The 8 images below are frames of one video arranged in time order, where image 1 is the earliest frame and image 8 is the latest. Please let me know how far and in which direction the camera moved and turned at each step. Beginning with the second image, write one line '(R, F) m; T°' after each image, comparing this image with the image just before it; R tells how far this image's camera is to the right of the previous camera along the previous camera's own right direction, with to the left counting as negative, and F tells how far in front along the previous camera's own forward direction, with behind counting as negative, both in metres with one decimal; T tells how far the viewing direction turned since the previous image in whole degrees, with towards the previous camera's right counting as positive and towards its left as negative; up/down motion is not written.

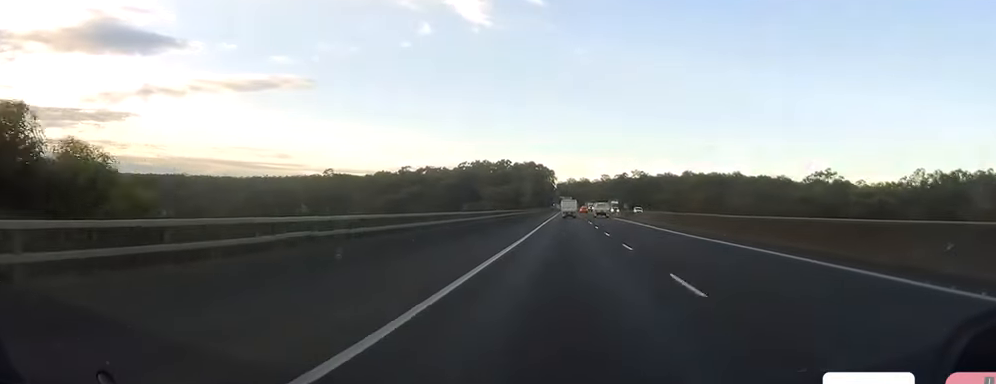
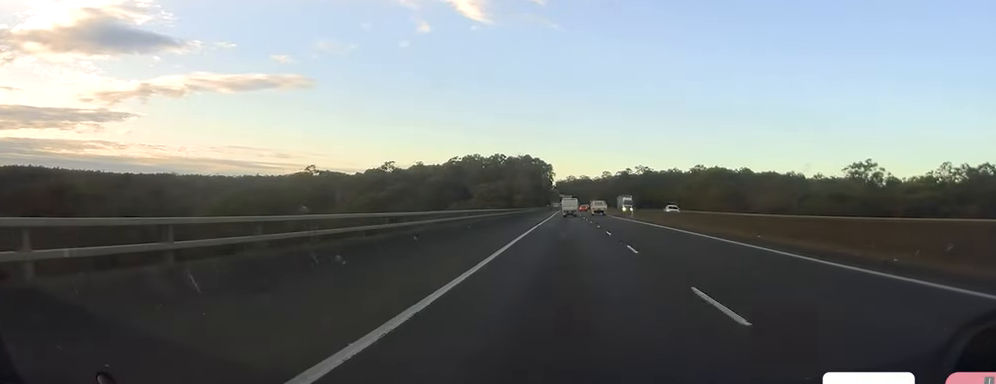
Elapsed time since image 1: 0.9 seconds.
(-0.1, +26.9) m; 0°
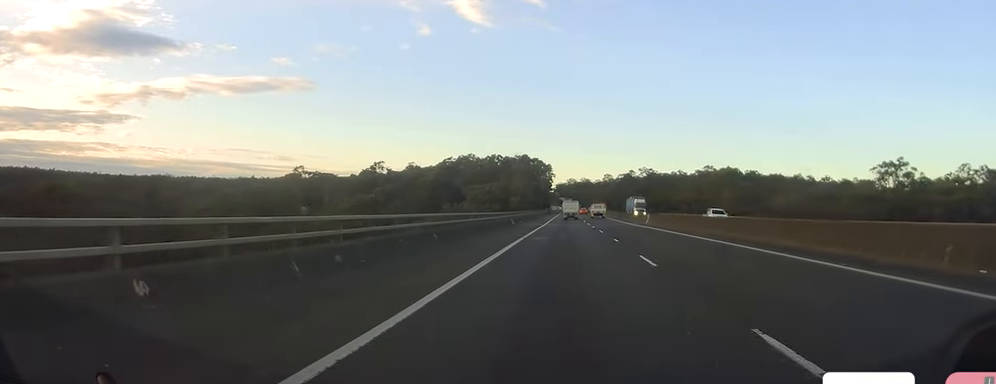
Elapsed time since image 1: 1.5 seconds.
(+0.3, +16.3) m; 0°
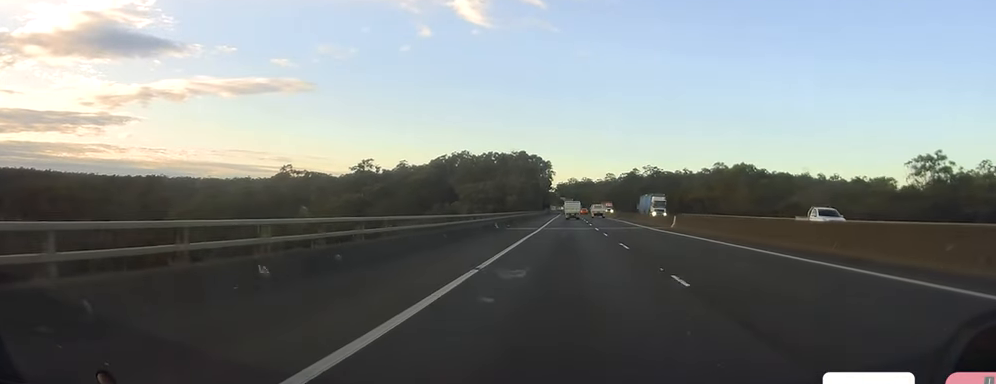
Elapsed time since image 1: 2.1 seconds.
(-0.3, +16.3) m; 0°
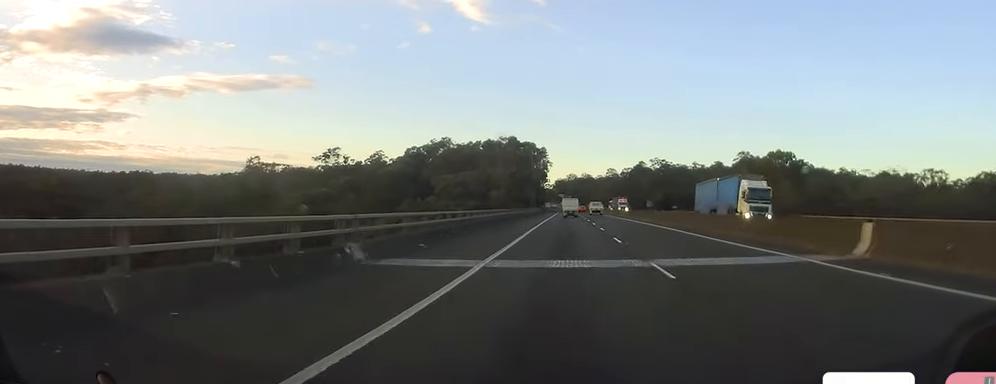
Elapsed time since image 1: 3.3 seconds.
(0.0, +34.5) m; 0°
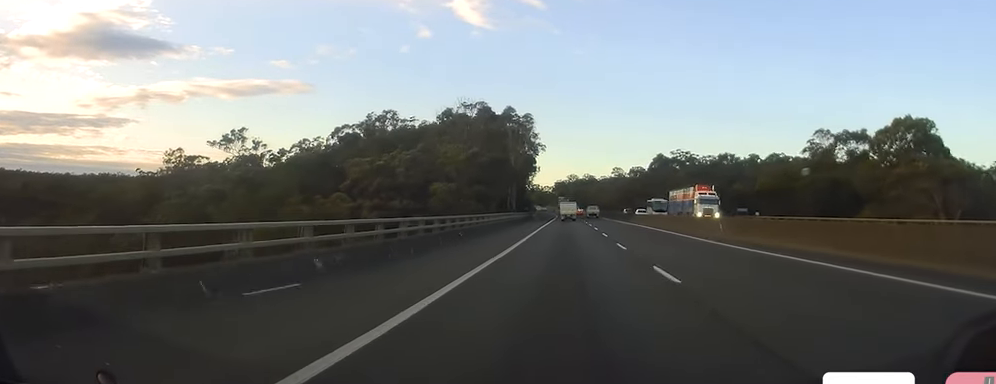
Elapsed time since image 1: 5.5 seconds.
(+0.4, +63.4) m; +1°
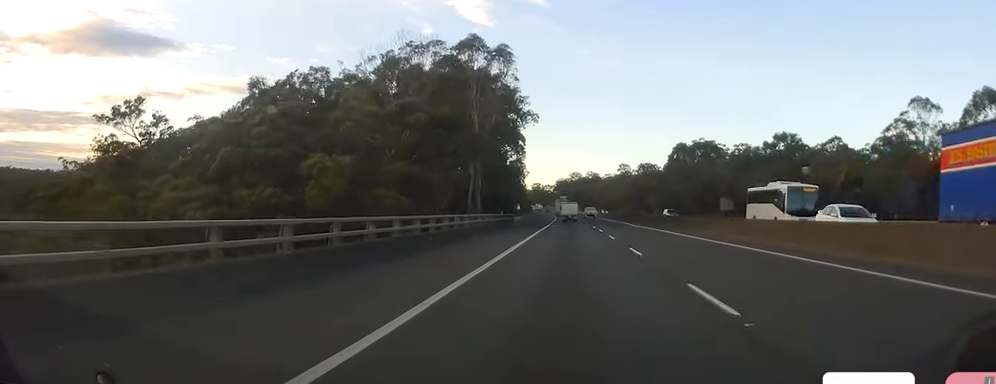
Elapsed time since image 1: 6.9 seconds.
(-0.1, +40.4) m; -1°
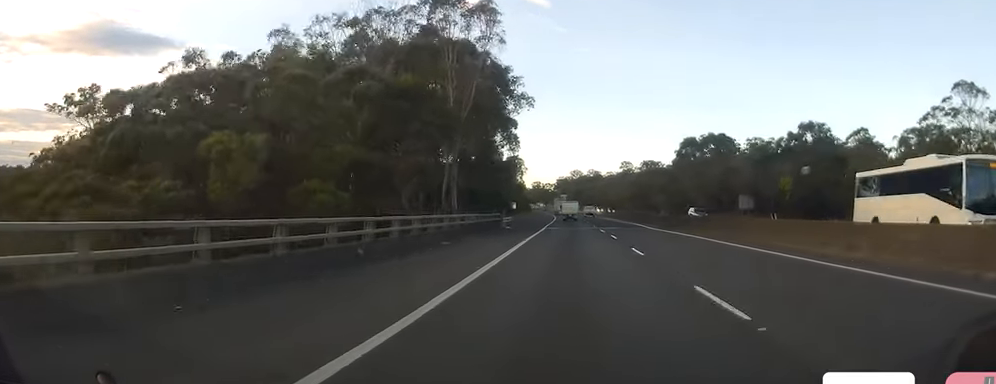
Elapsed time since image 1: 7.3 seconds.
(-0.2, +12.5) m; 0°
